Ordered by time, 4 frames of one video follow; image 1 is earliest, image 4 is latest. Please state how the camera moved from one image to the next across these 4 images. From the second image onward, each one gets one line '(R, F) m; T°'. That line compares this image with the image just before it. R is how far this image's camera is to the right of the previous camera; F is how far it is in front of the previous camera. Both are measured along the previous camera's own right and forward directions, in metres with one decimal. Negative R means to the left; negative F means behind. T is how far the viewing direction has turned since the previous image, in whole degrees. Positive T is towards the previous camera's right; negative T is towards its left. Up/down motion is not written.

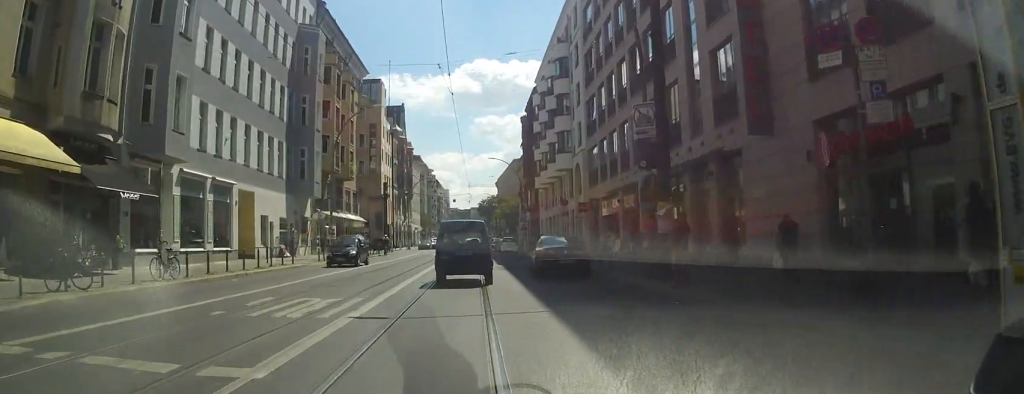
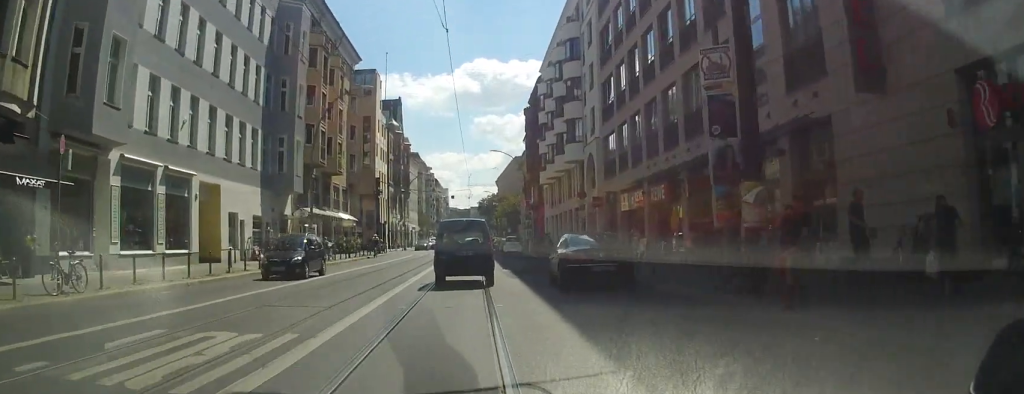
(0.0, +6.1) m; 0°
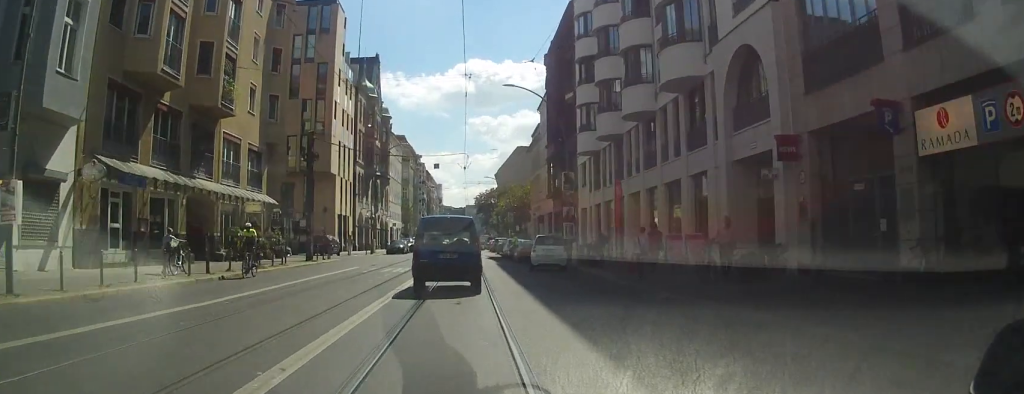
(-0.1, +29.8) m; 0°
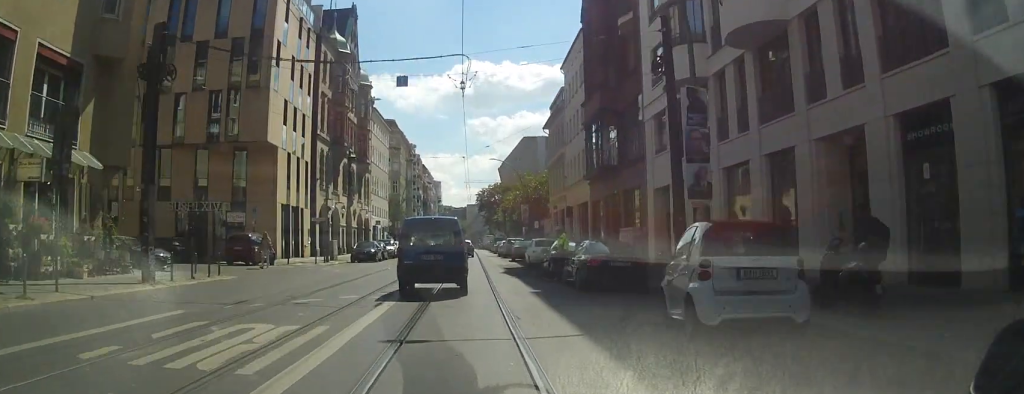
(-0.1, +22.3) m; -2°
